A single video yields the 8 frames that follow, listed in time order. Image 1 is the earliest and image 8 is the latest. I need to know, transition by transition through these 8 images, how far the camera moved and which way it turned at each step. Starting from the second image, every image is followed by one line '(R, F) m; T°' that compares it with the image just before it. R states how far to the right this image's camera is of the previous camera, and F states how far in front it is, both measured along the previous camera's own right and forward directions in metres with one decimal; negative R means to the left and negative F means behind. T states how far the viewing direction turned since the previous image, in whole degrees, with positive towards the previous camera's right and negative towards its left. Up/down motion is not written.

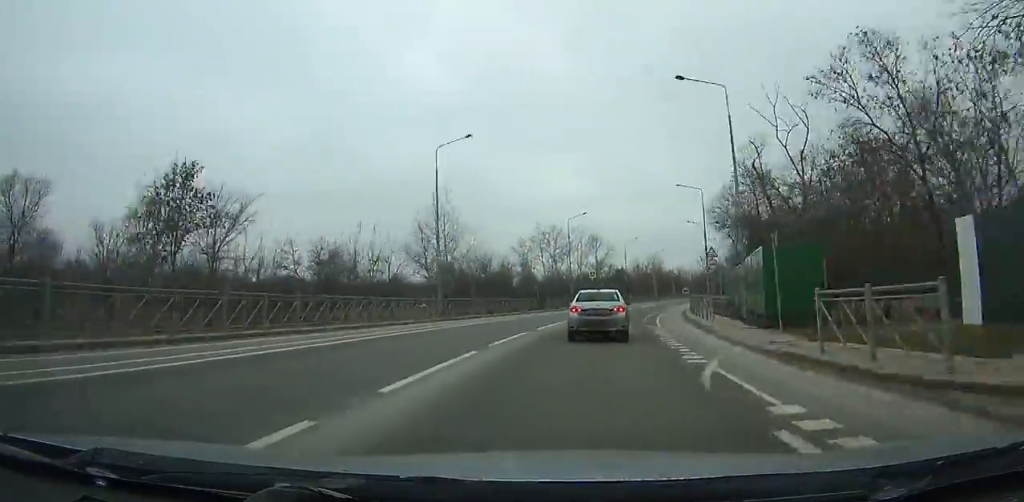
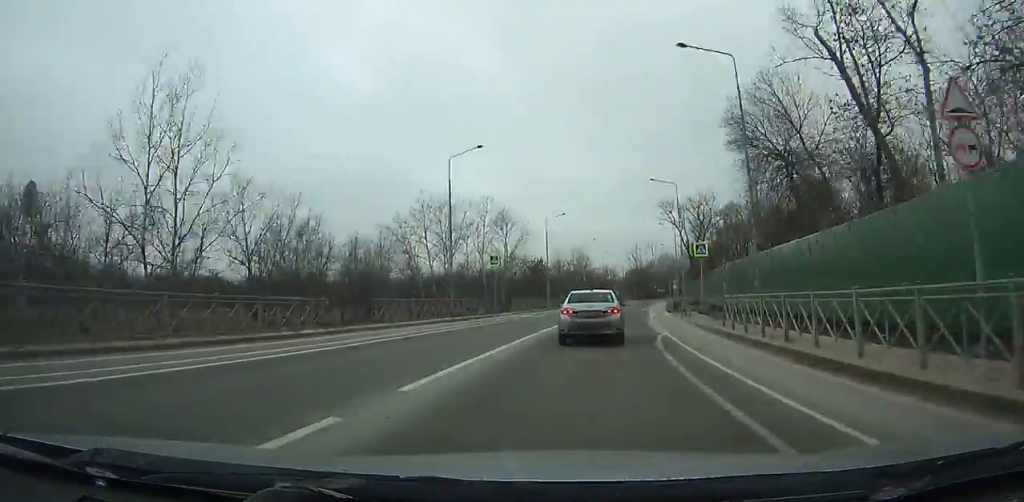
(+2.9, +29.7) m; +6°
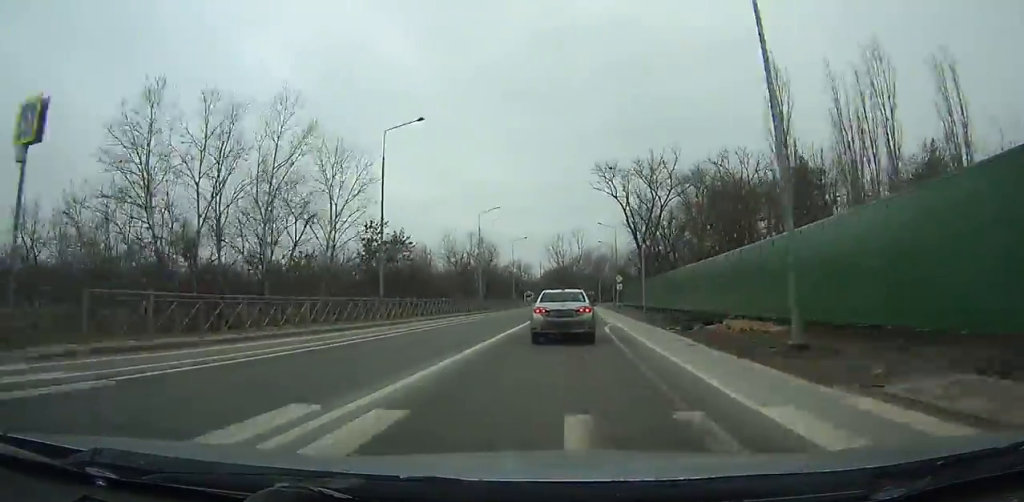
(+2.2, +34.5) m; +4°
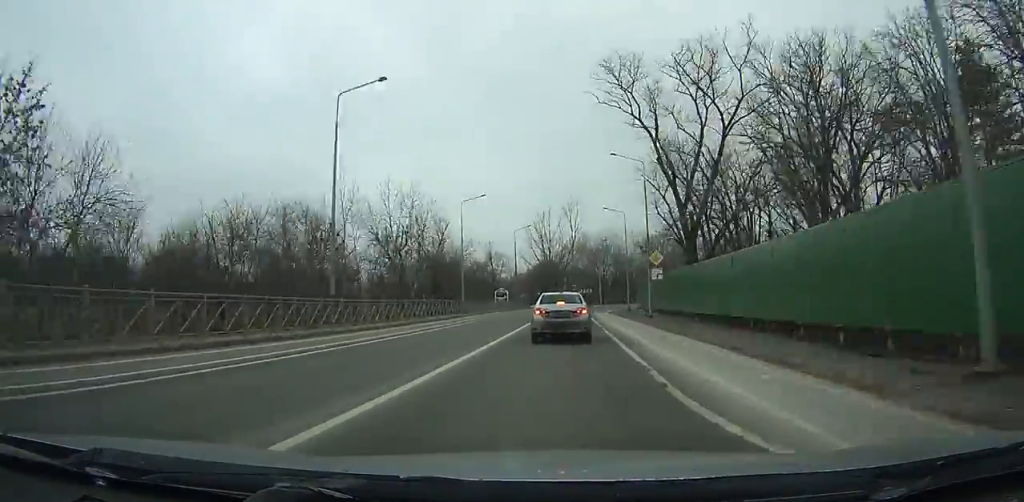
(+1.1, +33.9) m; +3°
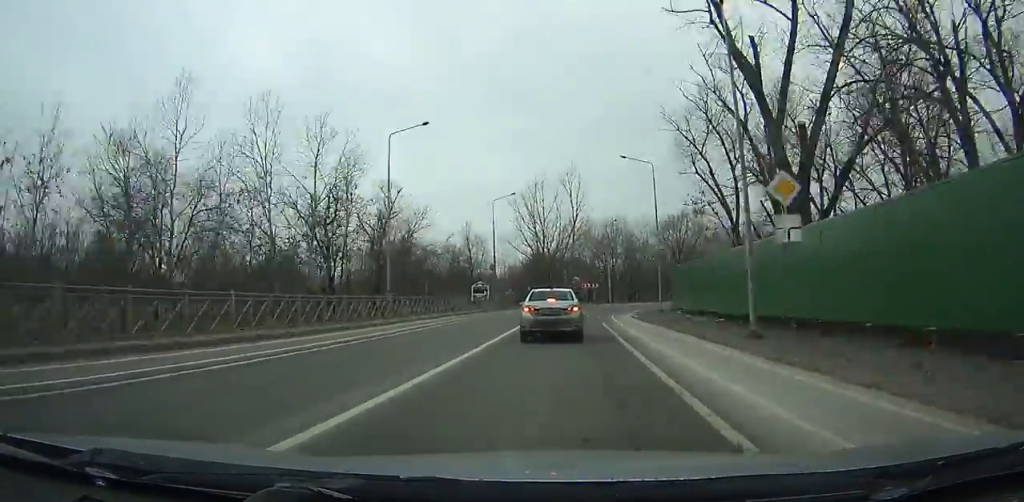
(-0.3, +19.2) m; +3°
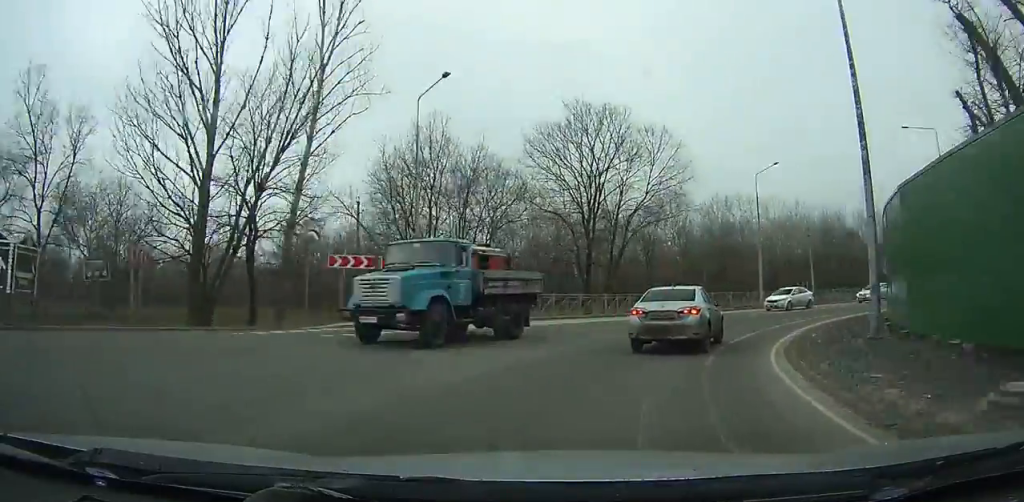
(+7.1, +49.6) m; +34°
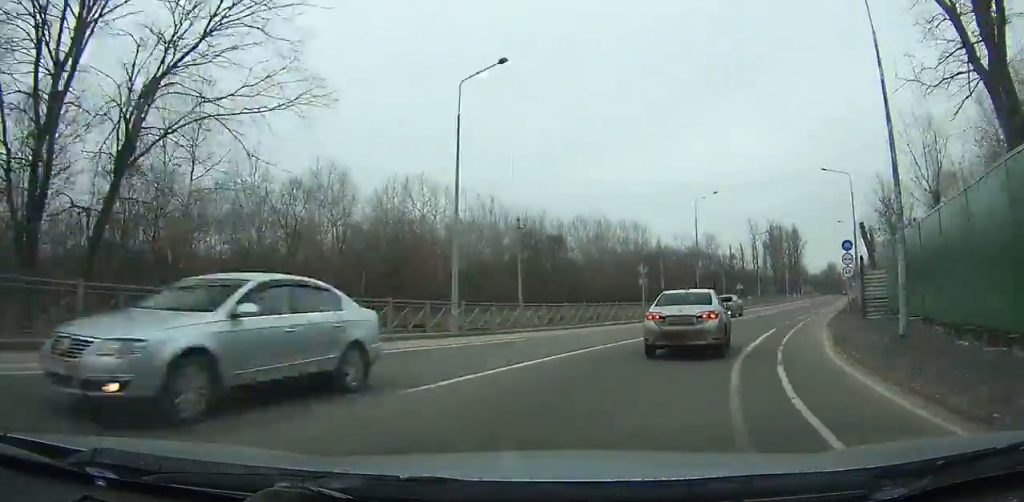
(+9.2, +24.7) m; +25°
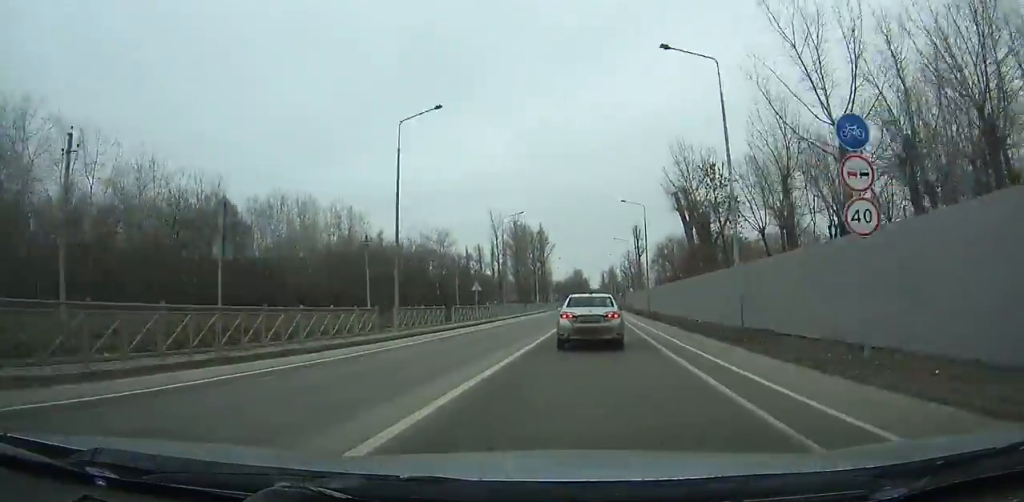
(+5.8, +29.8) m; +11°
